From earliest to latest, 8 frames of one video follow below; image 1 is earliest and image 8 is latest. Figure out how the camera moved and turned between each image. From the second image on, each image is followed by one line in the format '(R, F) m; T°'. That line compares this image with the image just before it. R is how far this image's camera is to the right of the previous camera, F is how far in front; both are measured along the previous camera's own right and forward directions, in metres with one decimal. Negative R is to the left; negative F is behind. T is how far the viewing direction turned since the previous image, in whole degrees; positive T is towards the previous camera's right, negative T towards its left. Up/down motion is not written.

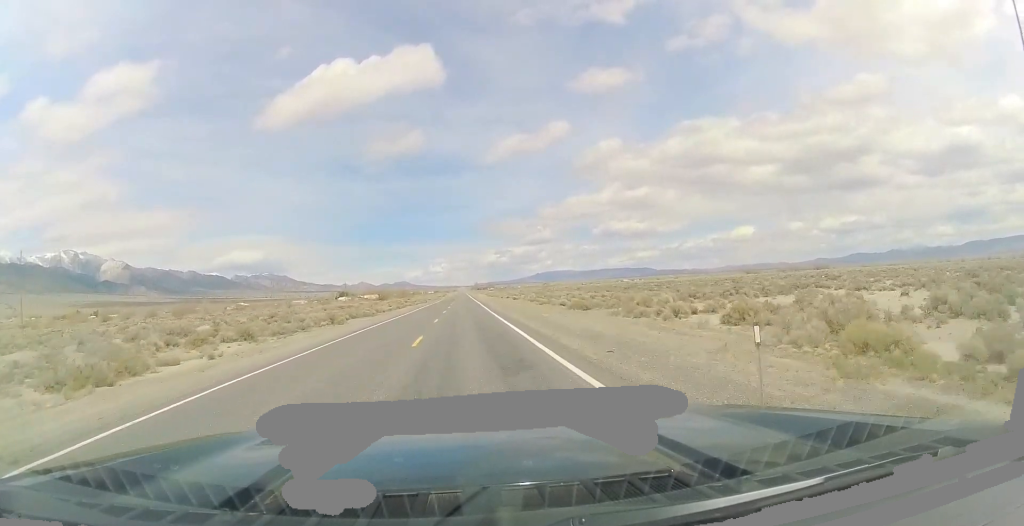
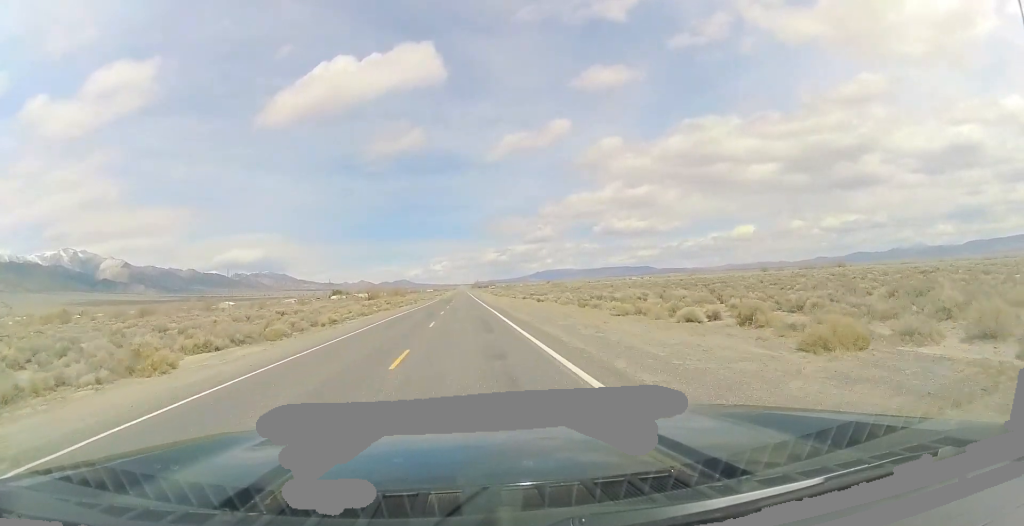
(0.0, +32.2) m; 0°
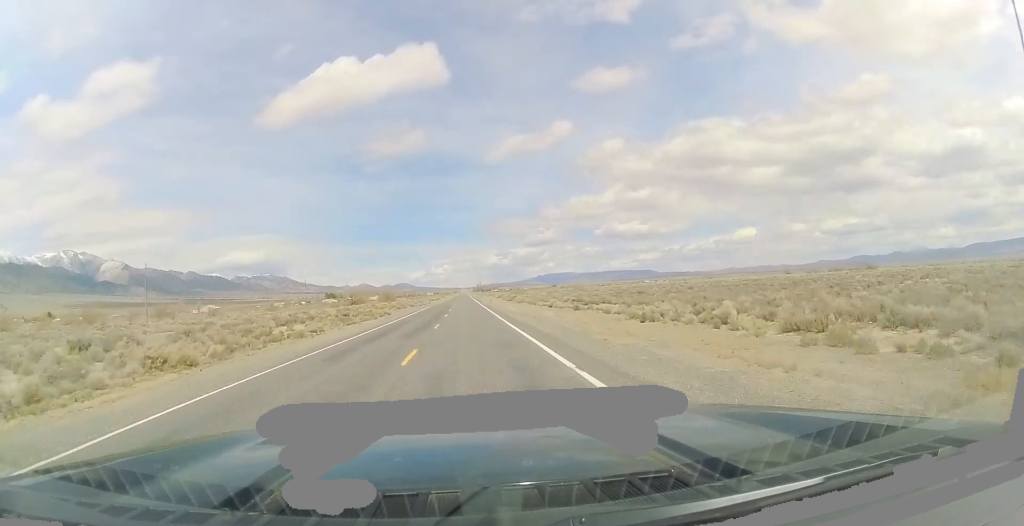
(-0.2, +39.5) m; 0°
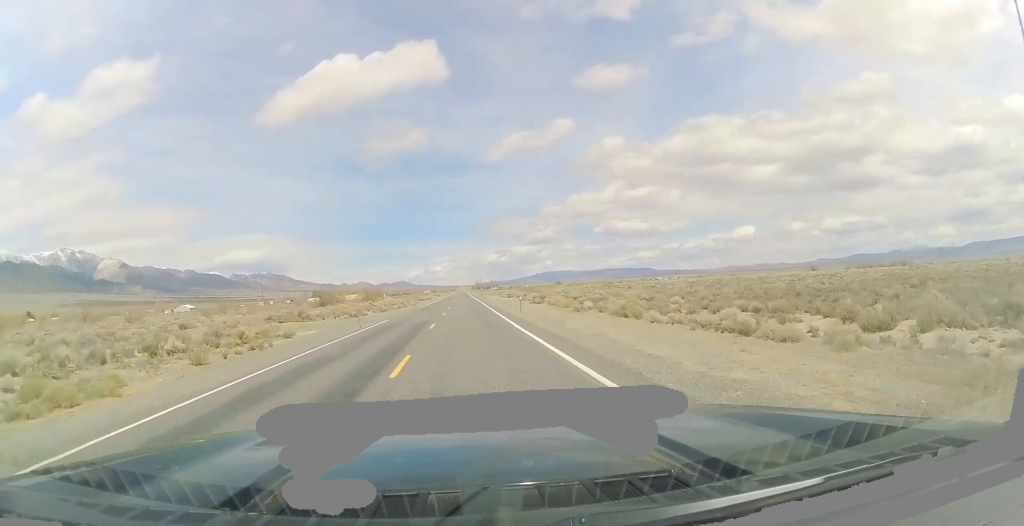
(0.0, +44.4) m; 0°
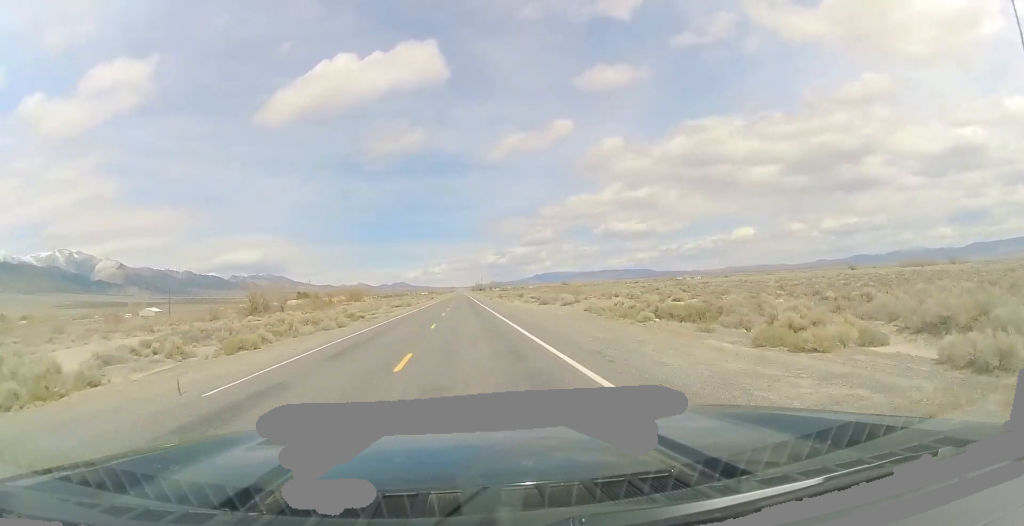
(+0.5, +53.9) m; +1°
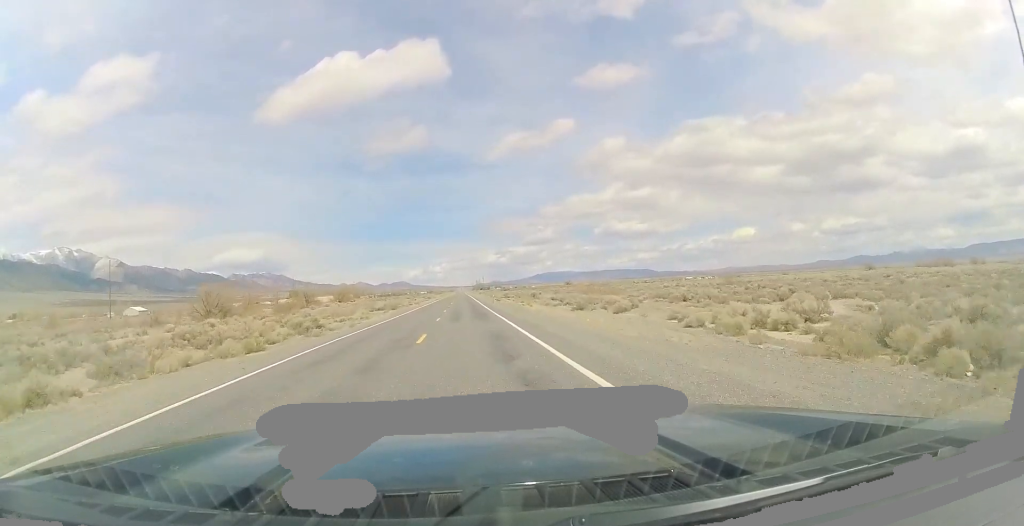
(-0.1, +21.5) m; 0°
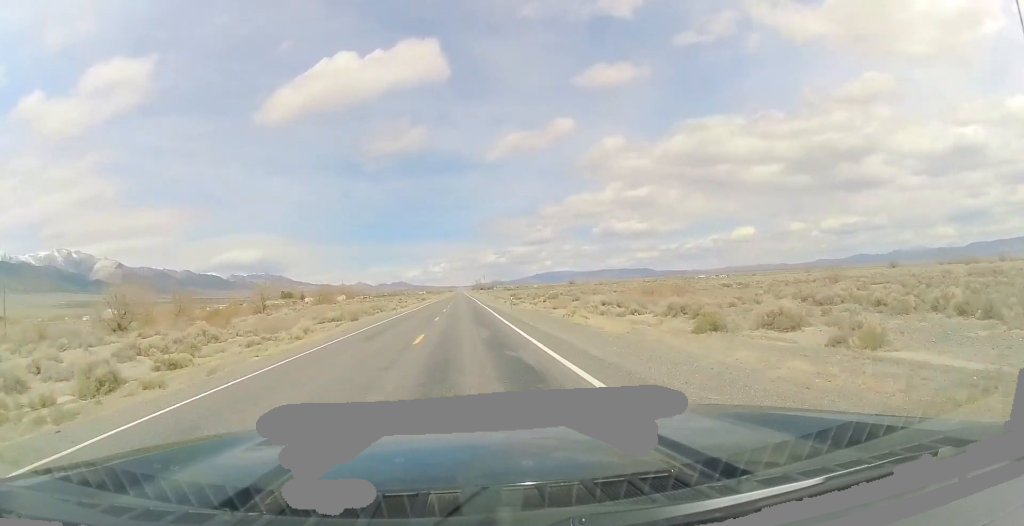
(-0.1, +27.2) m; 0°
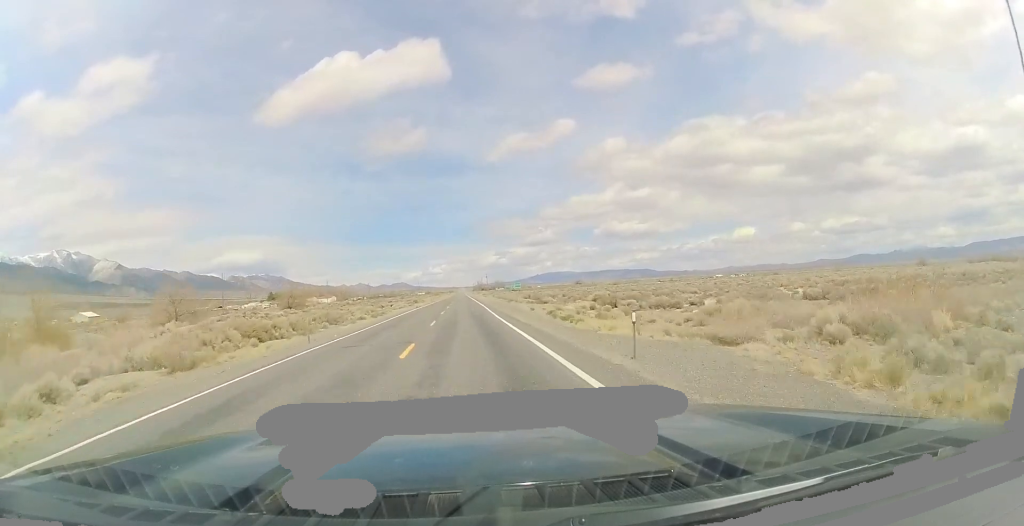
(-0.2, +31.5) m; 0°
